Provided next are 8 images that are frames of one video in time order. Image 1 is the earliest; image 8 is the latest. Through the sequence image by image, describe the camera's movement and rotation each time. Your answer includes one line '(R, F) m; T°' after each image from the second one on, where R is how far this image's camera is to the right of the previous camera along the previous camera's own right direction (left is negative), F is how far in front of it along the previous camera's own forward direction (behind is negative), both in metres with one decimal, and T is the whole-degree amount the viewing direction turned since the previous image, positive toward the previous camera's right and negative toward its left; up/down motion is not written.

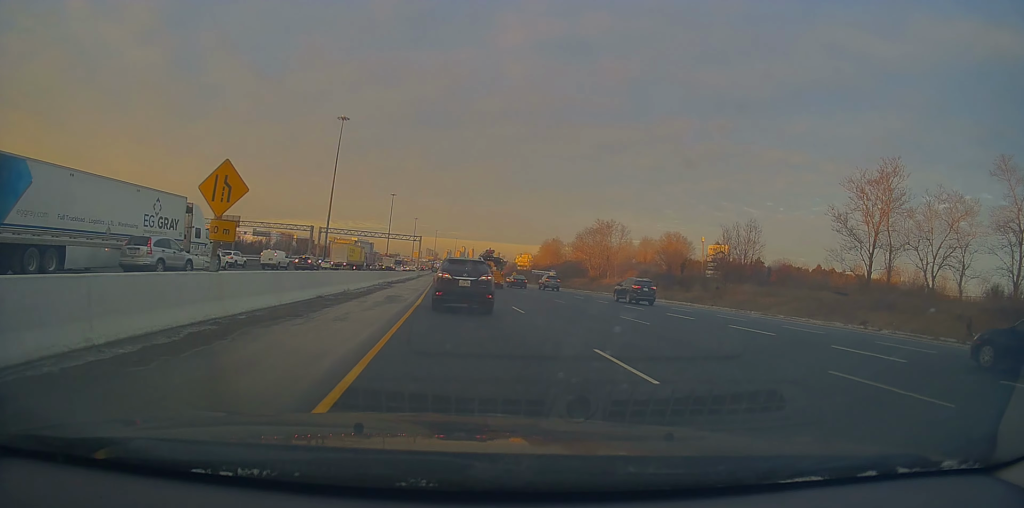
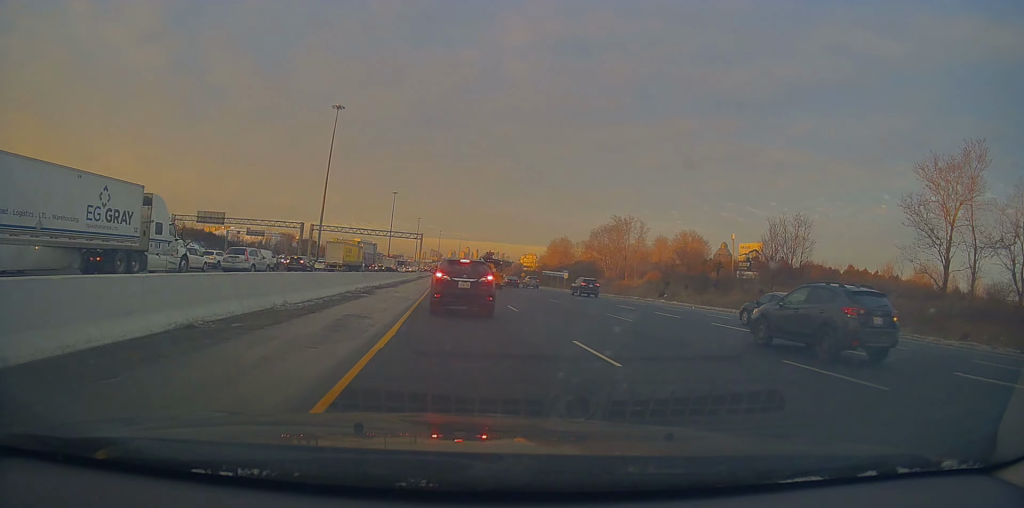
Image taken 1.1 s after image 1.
(+0.2, +11.4) m; +1°
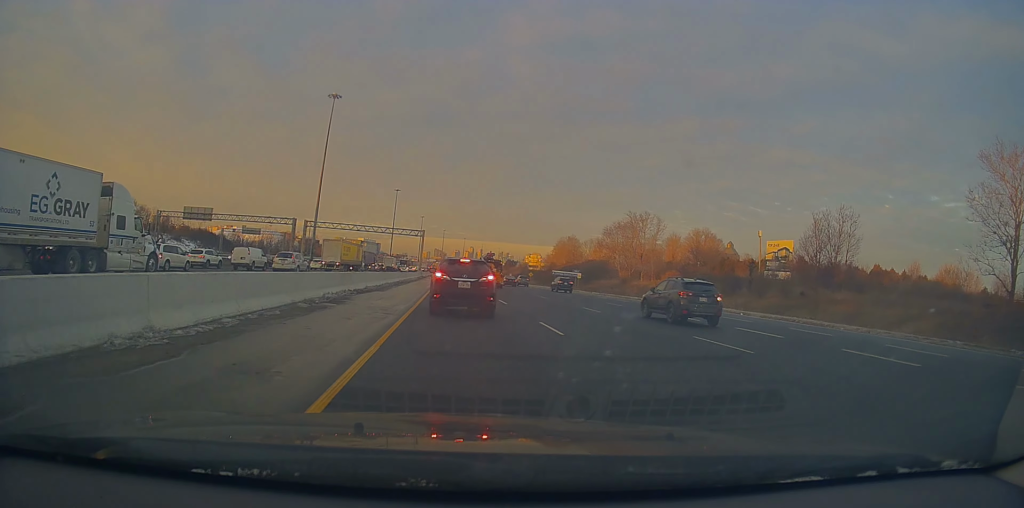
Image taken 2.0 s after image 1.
(0.0, +8.3) m; -1°
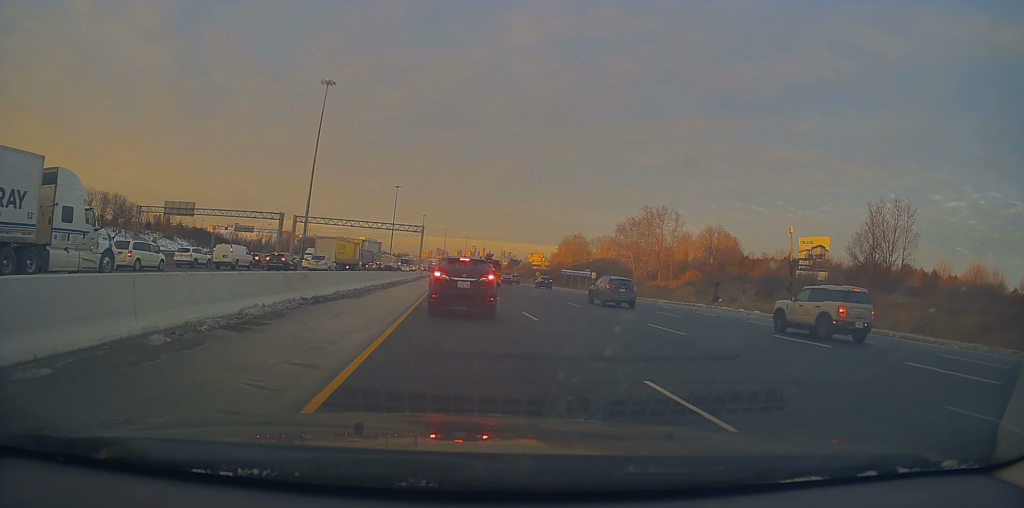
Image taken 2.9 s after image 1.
(-0.2, +8.9) m; -2°
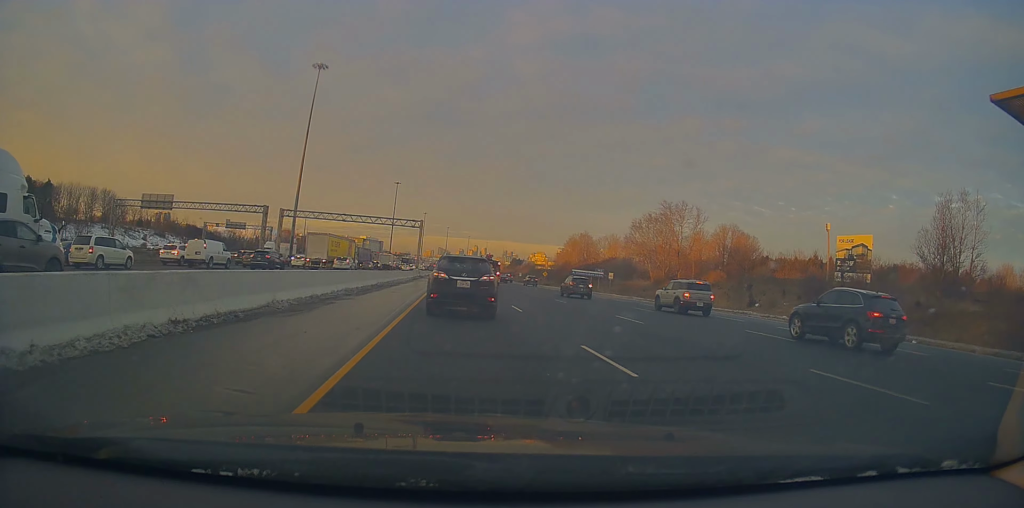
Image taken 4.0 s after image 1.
(-0.2, +9.2) m; +2°
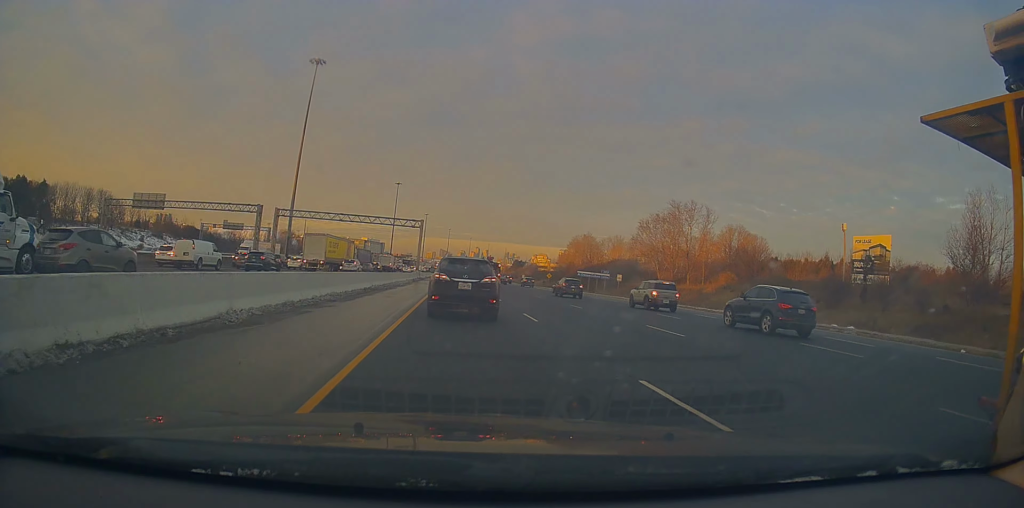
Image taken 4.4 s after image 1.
(0.0, +3.4) m; +1°
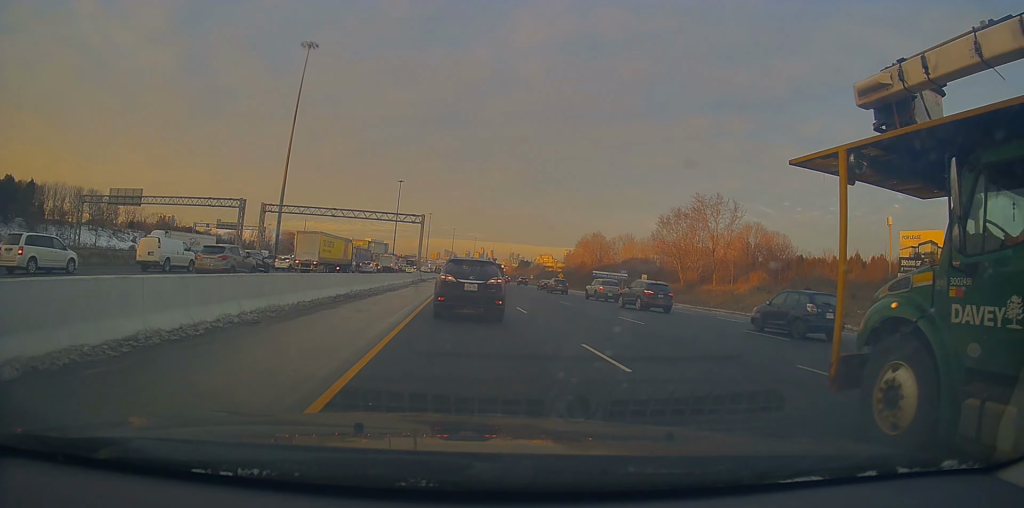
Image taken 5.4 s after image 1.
(+0.4, +8.5) m; 0°
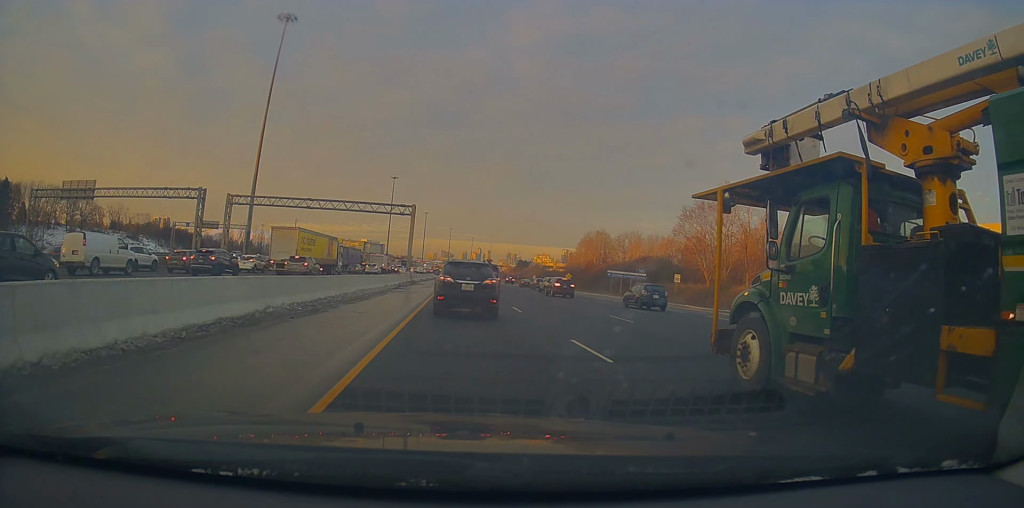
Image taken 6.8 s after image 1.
(-0.7, +11.3) m; -1°
